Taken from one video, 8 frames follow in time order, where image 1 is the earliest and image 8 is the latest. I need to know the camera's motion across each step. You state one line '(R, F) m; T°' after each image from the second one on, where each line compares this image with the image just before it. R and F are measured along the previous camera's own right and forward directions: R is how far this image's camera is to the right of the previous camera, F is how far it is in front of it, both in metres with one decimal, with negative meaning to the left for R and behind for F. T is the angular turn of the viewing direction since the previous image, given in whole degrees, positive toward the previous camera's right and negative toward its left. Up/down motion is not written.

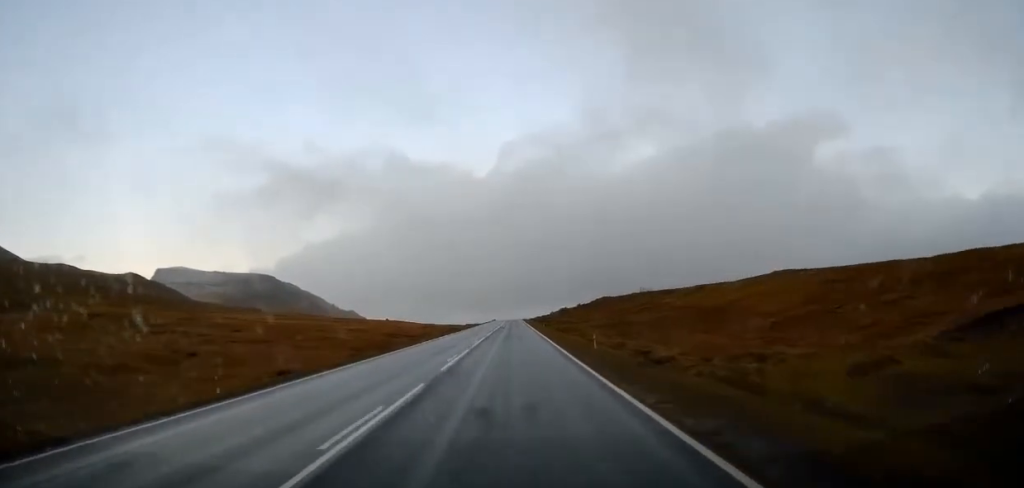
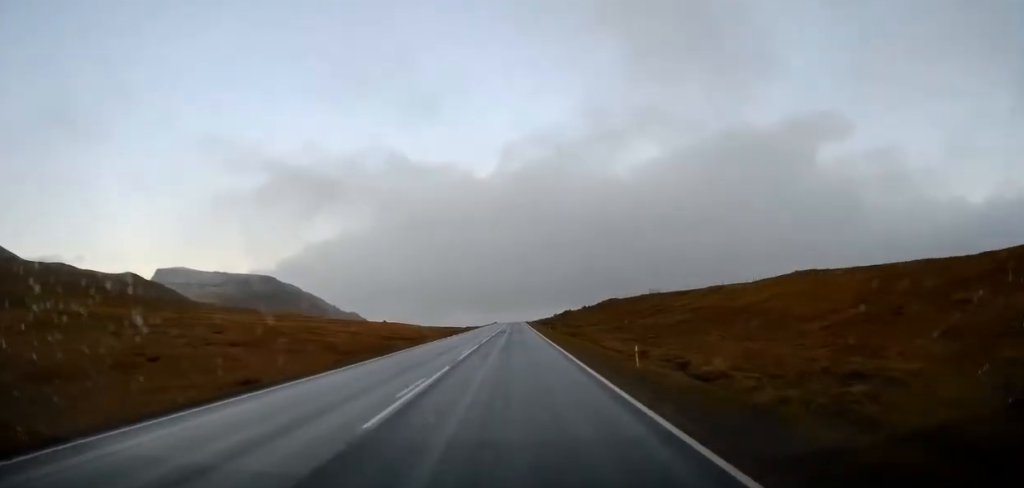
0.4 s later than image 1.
(0.0, +7.8) m; 0°
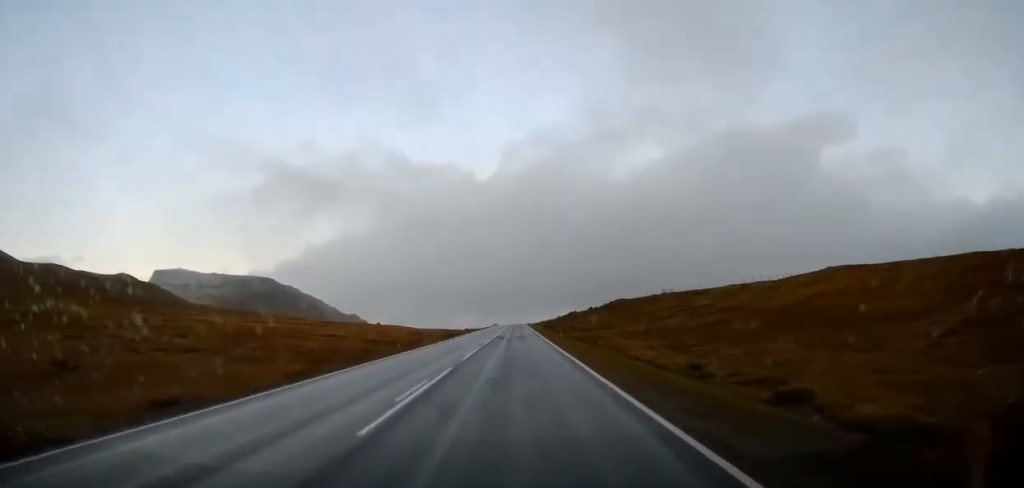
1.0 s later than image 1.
(-0.2, +12.4) m; 0°
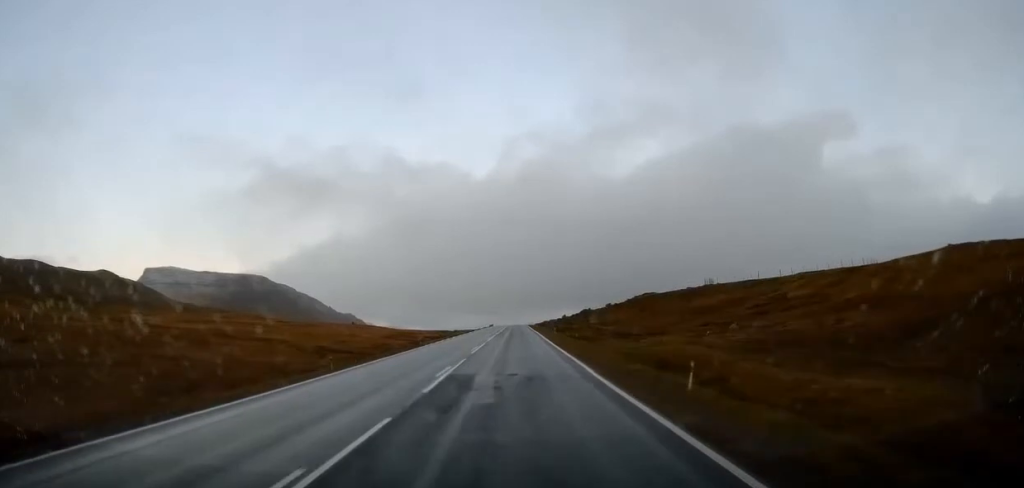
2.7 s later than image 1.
(+0.4, +32.7) m; 0°
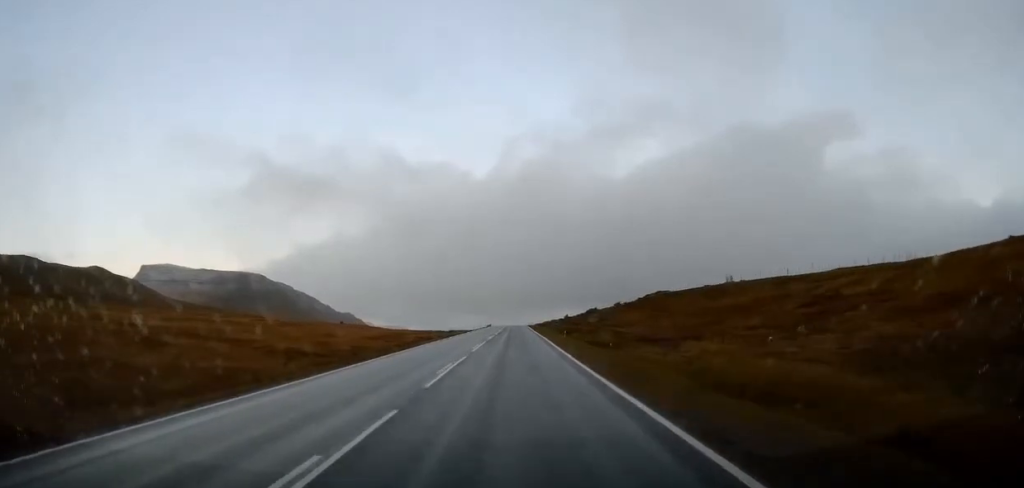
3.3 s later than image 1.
(-0.1, +11.7) m; -1°
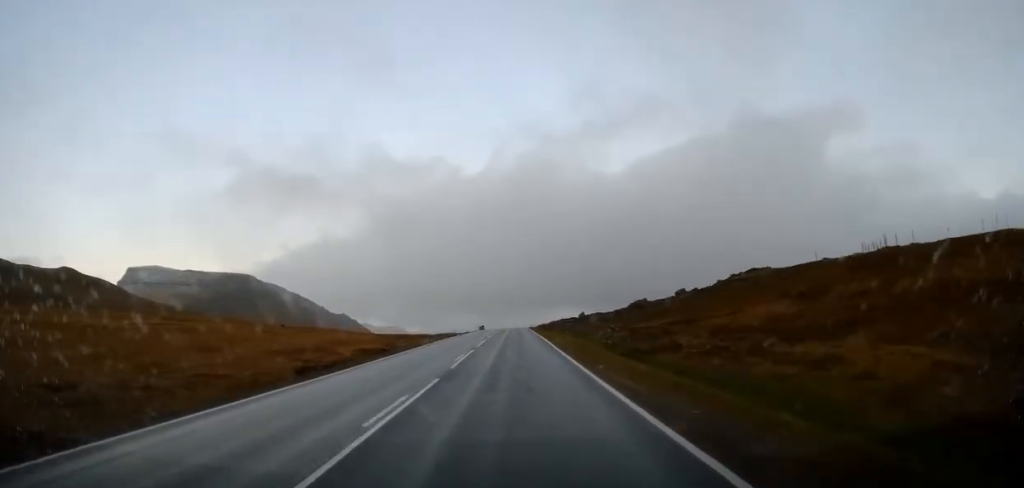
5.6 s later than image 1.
(+0.5, +44.8) m; +1°
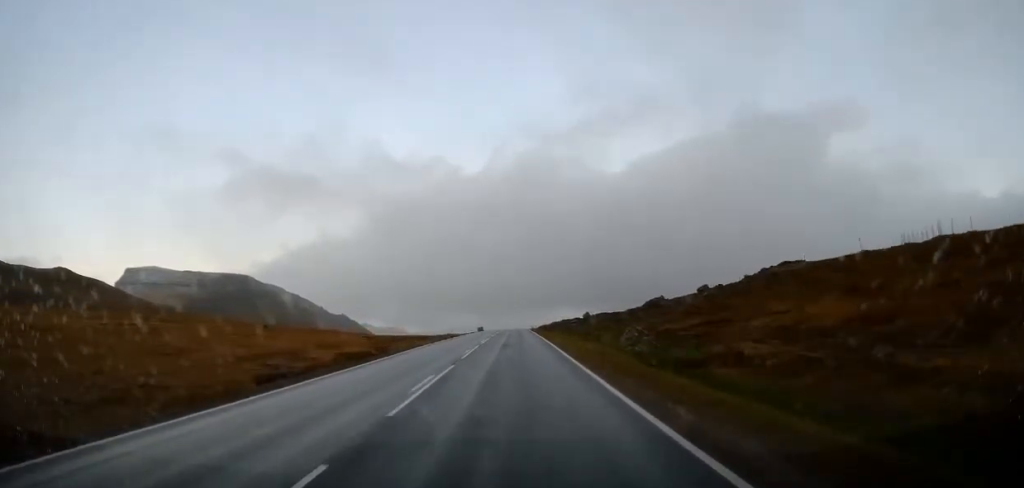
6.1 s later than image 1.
(-0.1, +8.3) m; 0°
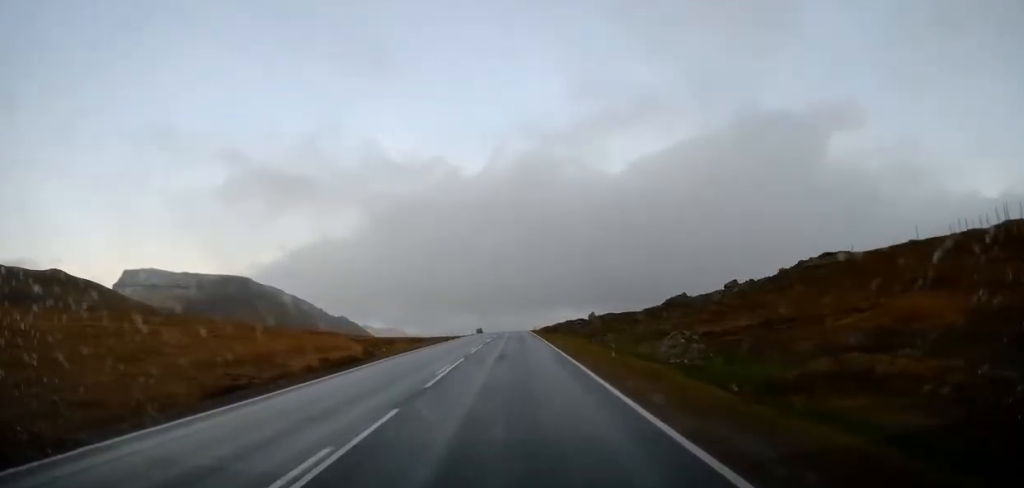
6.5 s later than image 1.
(0.0, +8.2) m; 0°
